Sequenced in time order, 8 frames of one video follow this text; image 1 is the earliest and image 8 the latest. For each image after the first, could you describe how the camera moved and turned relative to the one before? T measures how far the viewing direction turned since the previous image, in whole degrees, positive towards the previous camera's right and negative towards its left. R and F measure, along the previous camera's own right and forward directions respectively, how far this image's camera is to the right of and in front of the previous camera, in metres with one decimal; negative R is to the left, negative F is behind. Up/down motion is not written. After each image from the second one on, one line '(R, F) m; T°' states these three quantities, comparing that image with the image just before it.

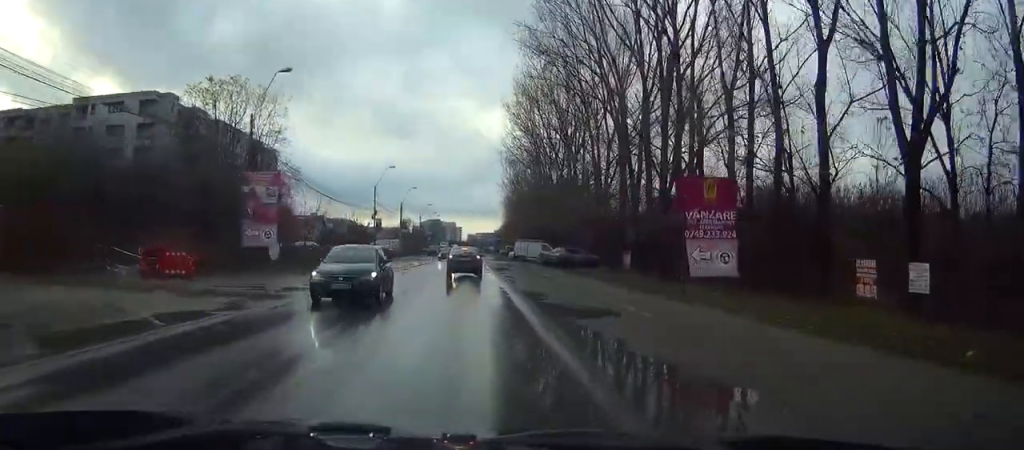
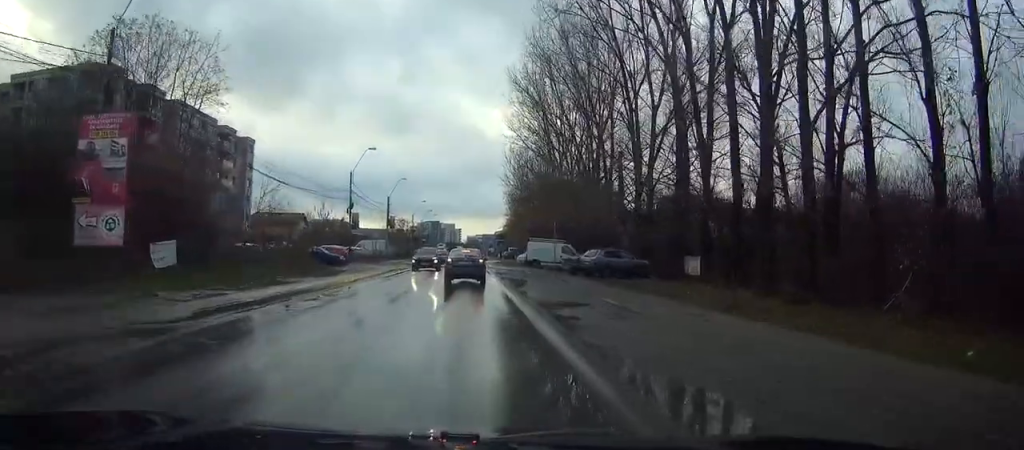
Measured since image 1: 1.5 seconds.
(+0.1, +17.6) m; 0°
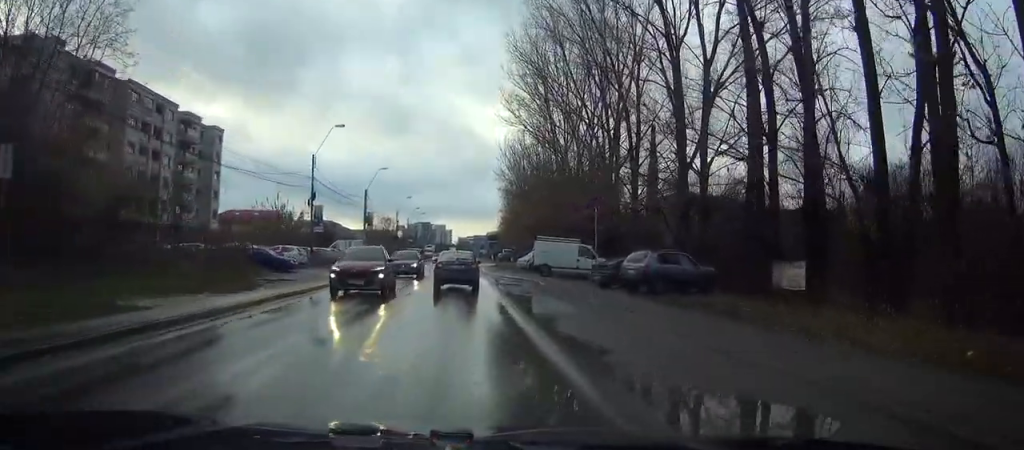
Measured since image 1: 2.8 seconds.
(0.0, +13.8) m; 0°
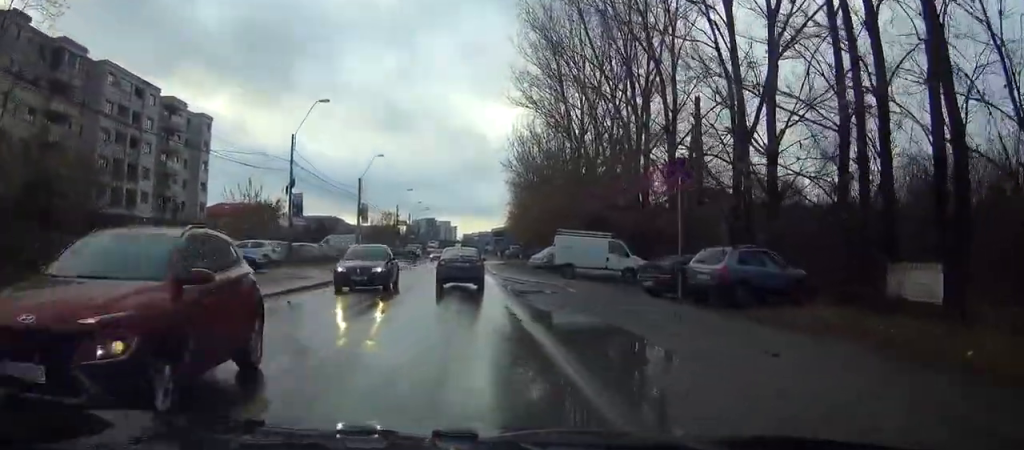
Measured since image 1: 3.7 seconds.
(0.0, +8.3) m; 0°
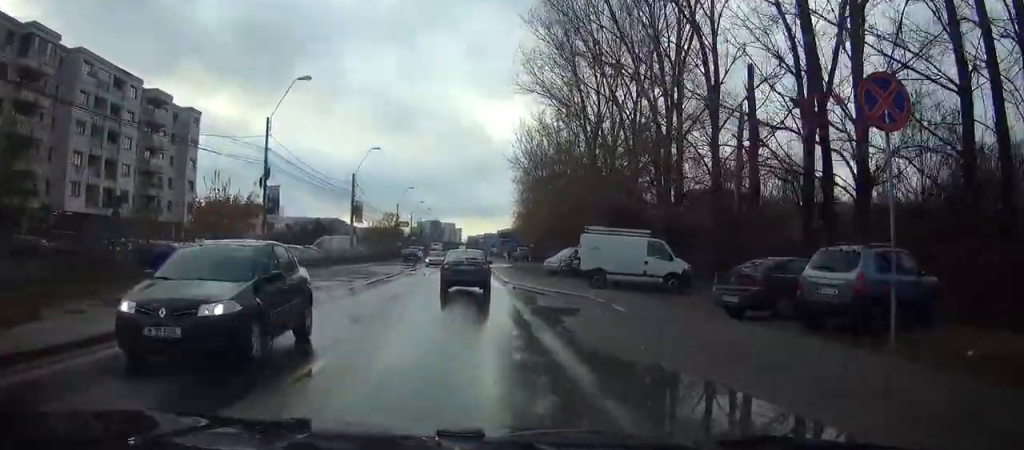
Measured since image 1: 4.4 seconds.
(0.0, +7.1) m; 0°
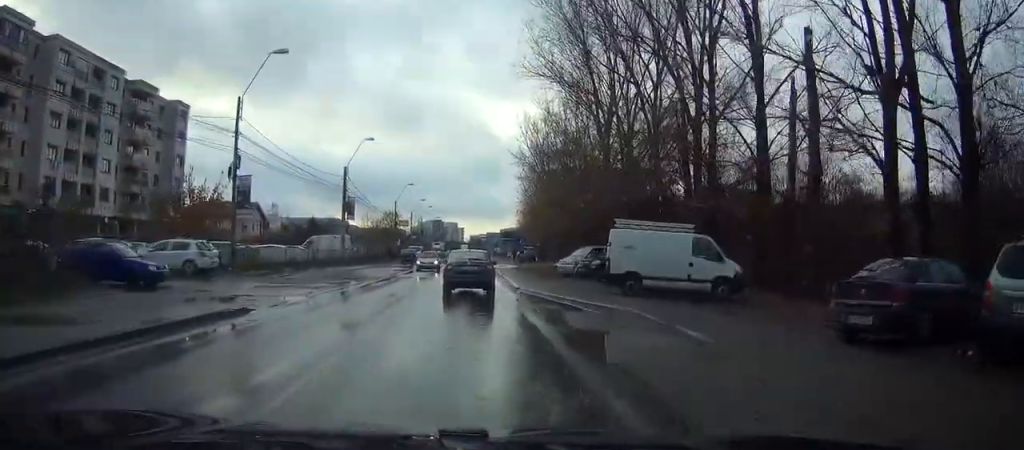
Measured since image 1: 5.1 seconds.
(+0.1, +5.8) m; 0°
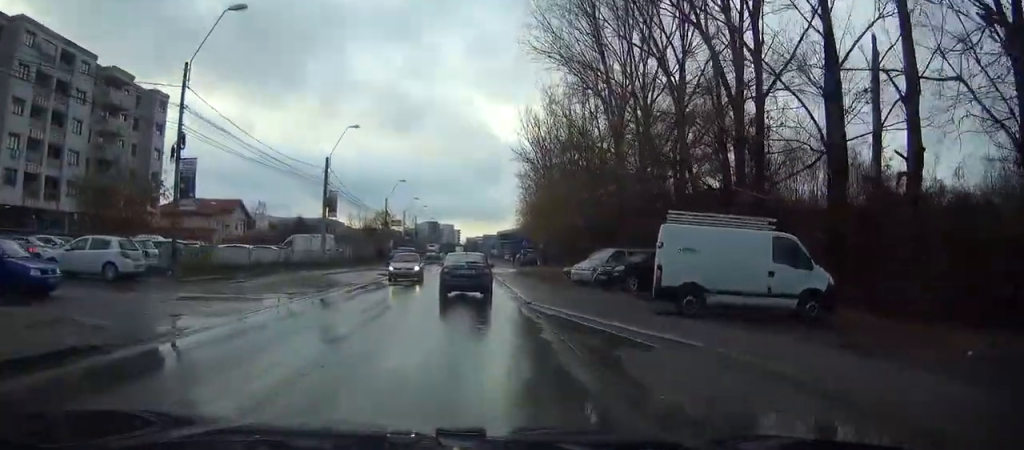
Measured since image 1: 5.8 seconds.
(-0.1, +6.9) m; -1°
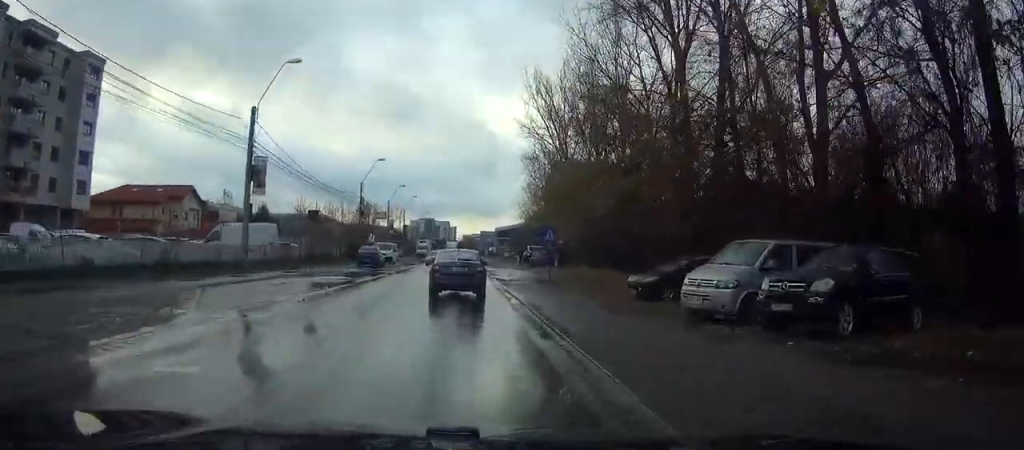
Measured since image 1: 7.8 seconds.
(-0.2, +17.9) m; -1°
